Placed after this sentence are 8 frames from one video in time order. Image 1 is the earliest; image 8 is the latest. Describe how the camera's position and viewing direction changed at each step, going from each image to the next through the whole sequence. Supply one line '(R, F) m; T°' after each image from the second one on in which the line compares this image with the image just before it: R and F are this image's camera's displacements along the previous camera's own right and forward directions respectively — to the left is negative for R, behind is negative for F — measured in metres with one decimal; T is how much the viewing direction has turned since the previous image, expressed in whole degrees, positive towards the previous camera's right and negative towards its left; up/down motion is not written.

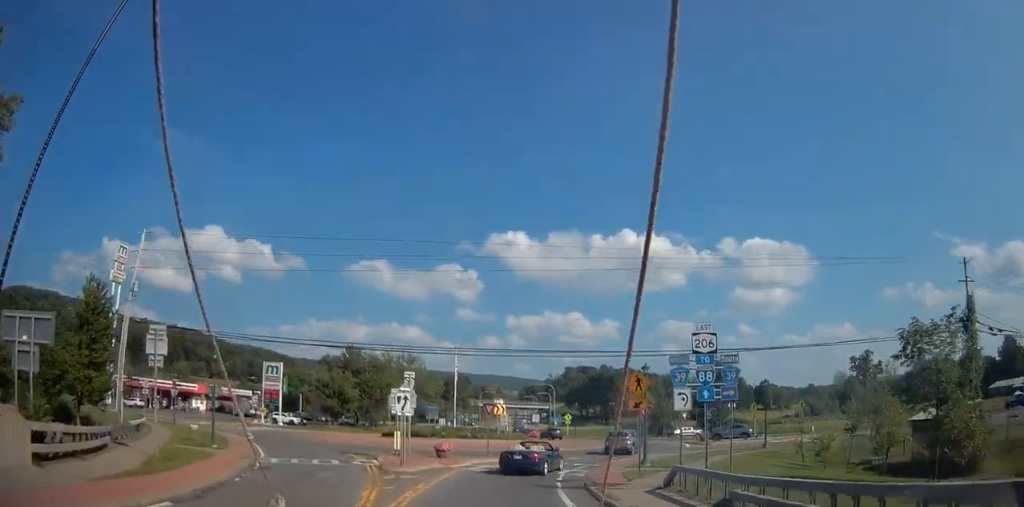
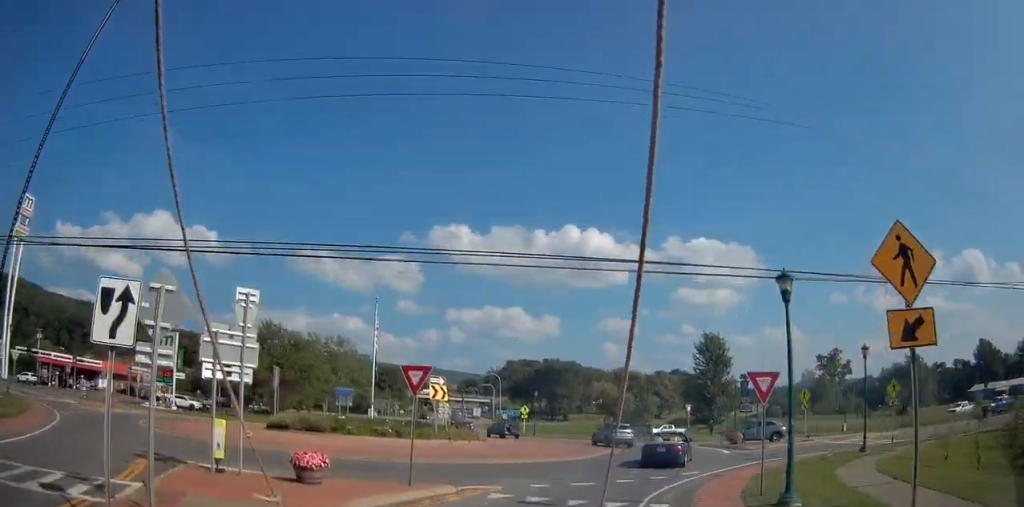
(+1.1, +16.8) m; +11°
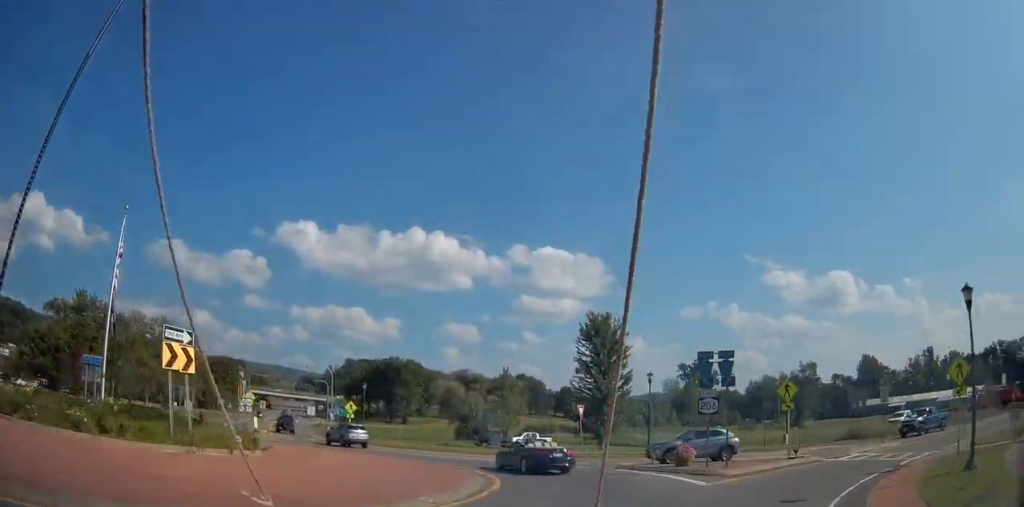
(+1.5, +13.4) m; +6°
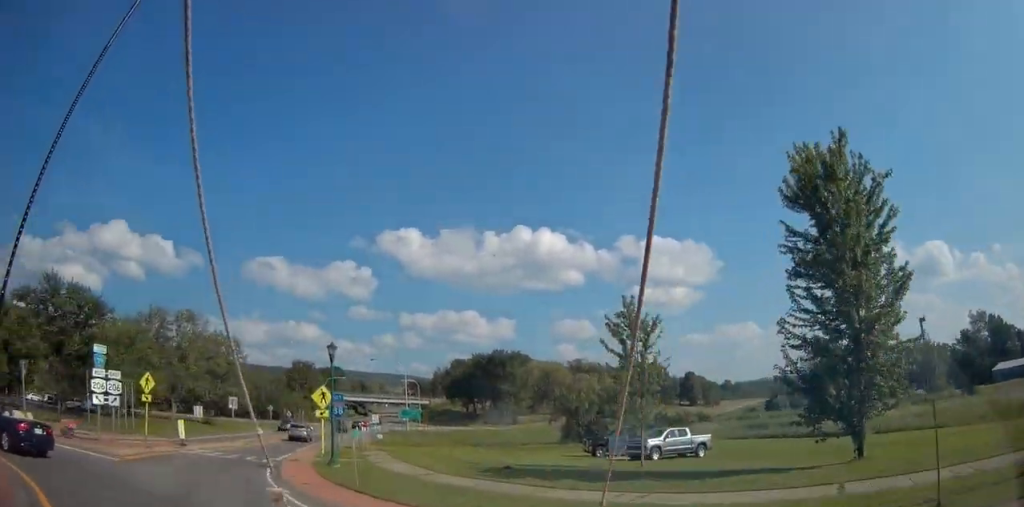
(+0.7, +24.2) m; -18°
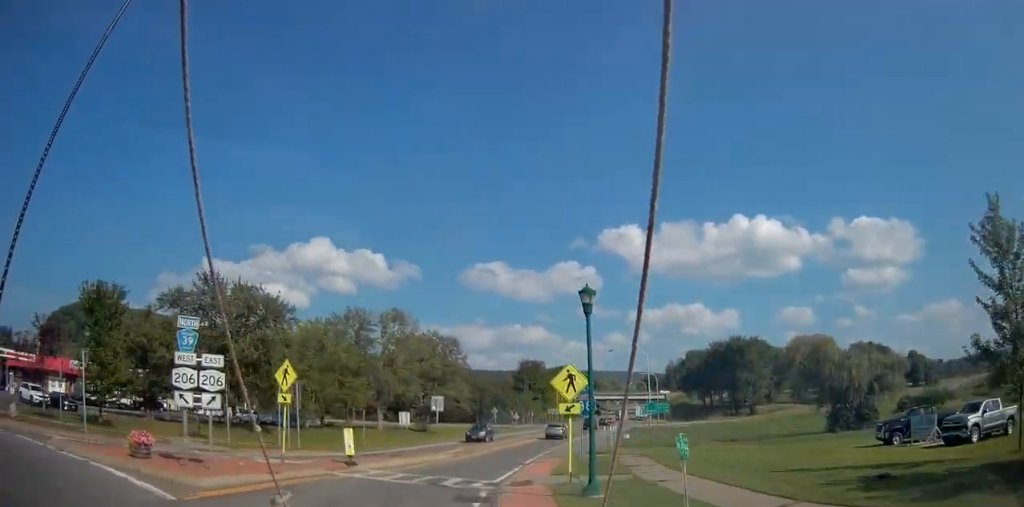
(-2.2, +9.6) m; -8°
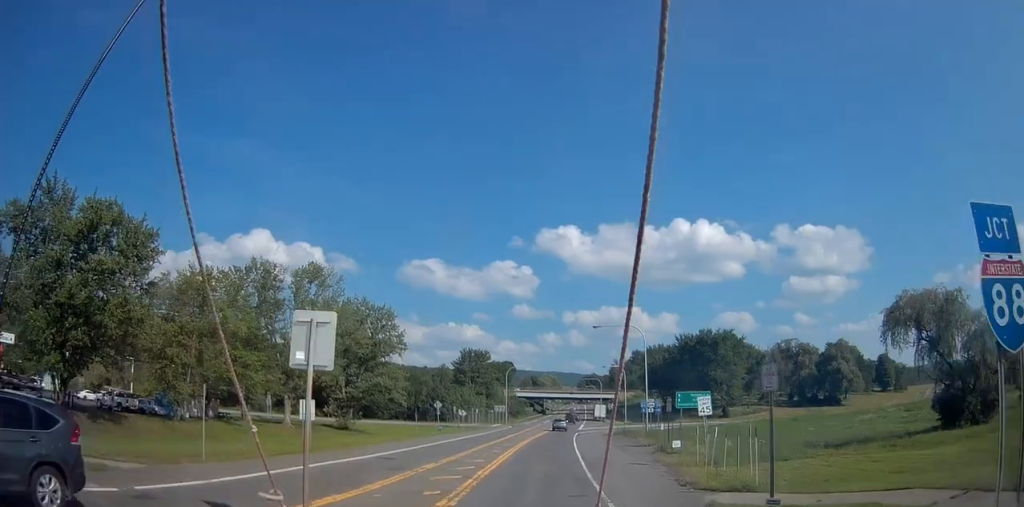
(-3.0, +22.8) m; -1°
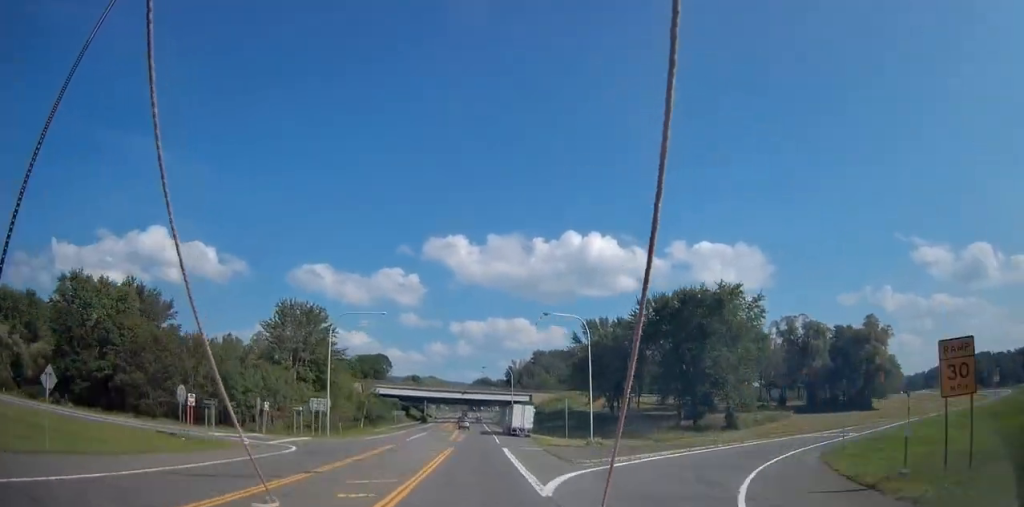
(+11.1, +64.6) m; +12°
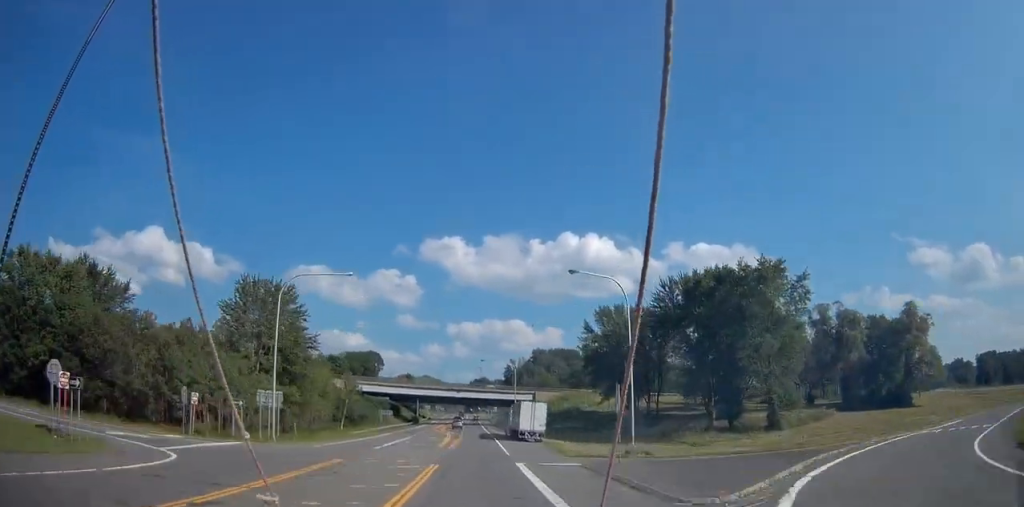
(0.0, +14.7) m; 0°
